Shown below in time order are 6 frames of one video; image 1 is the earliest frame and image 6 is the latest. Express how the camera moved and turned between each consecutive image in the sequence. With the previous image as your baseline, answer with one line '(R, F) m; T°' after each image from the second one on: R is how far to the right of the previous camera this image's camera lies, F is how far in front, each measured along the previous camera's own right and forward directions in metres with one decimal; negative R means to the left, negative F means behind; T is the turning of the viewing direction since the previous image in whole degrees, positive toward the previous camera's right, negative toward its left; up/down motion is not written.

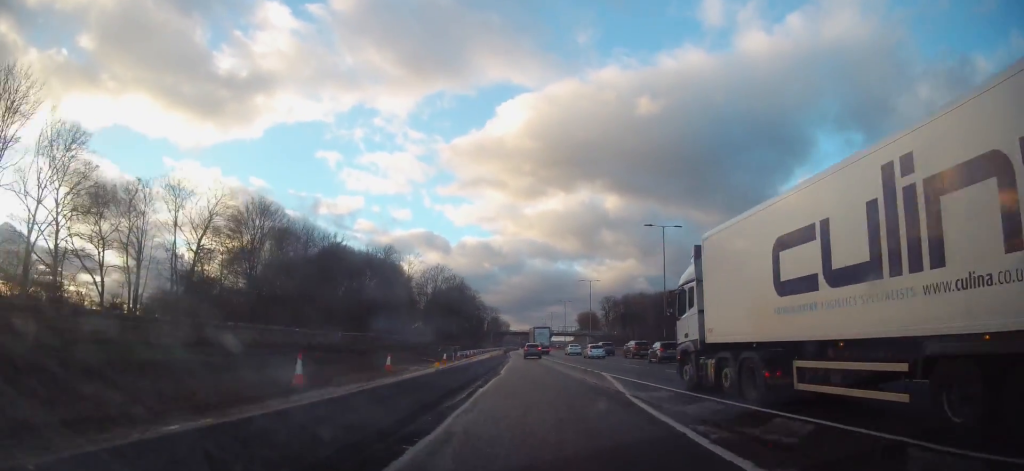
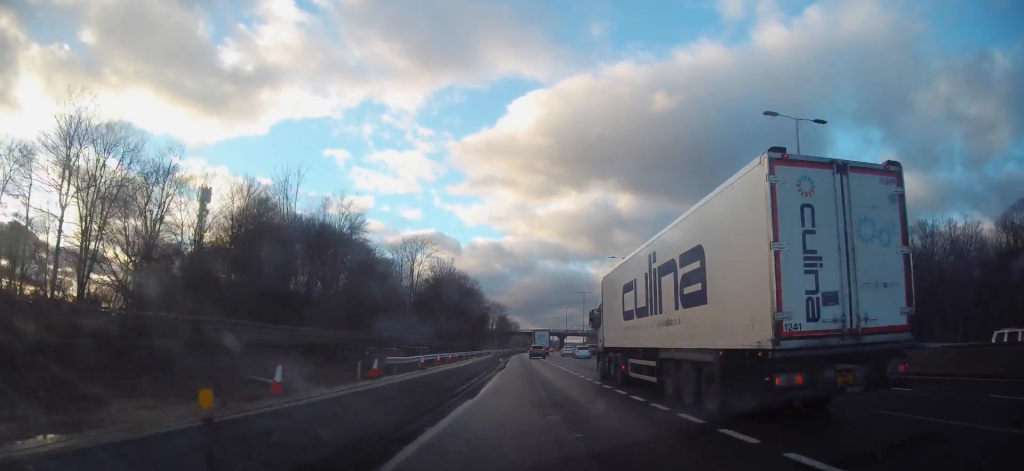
(+0.2, +31.9) m; 0°
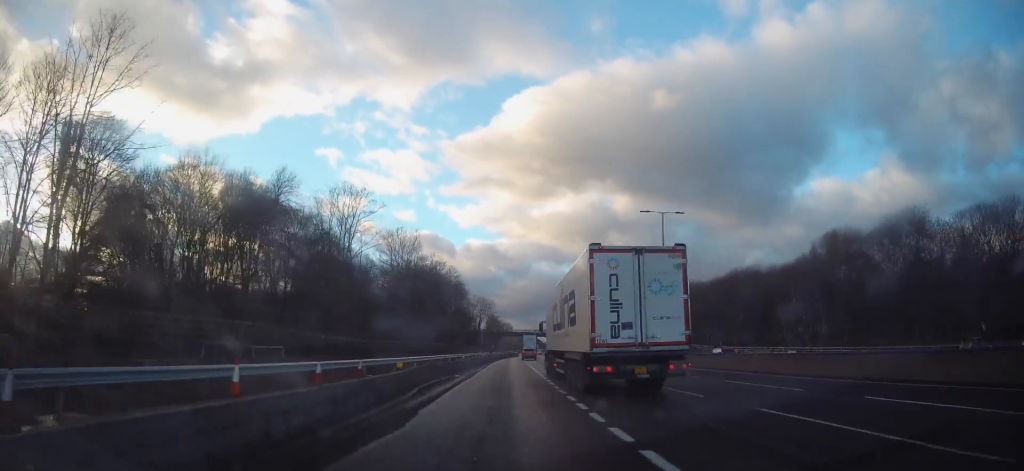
(-0.4, +27.9) m; 0°
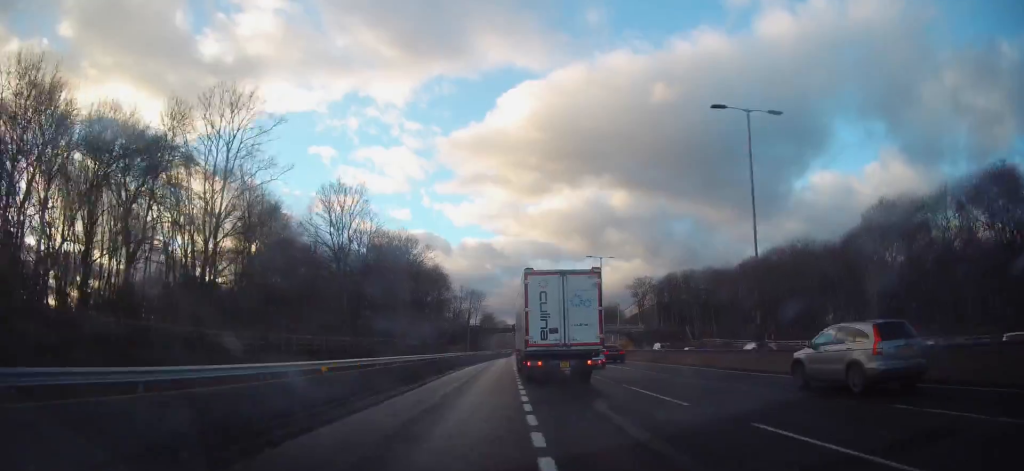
(0.0, +21.5) m; -1°
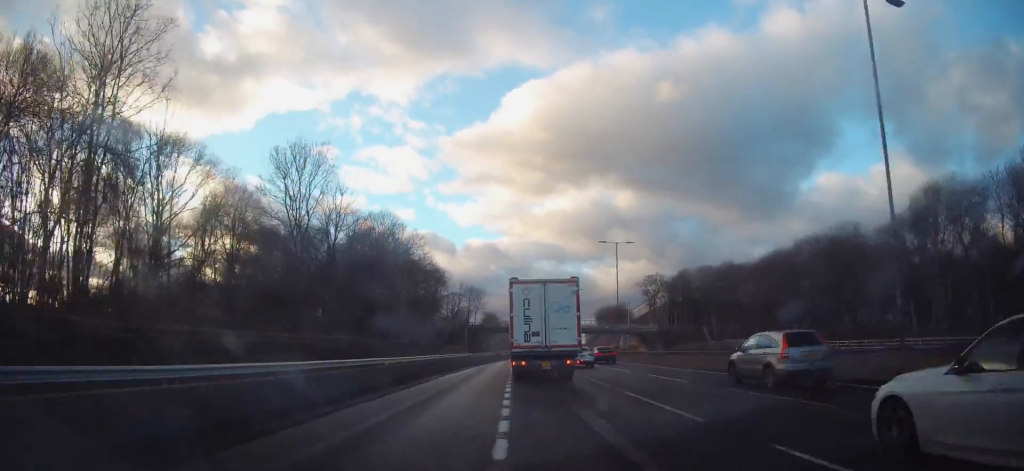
(-0.2, +10.7) m; -1°
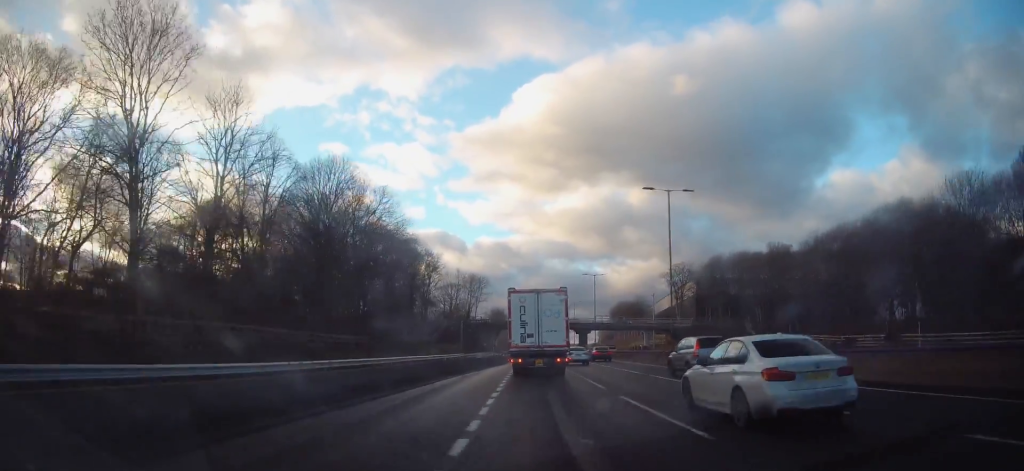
(-0.1, +19.3) m; 0°
